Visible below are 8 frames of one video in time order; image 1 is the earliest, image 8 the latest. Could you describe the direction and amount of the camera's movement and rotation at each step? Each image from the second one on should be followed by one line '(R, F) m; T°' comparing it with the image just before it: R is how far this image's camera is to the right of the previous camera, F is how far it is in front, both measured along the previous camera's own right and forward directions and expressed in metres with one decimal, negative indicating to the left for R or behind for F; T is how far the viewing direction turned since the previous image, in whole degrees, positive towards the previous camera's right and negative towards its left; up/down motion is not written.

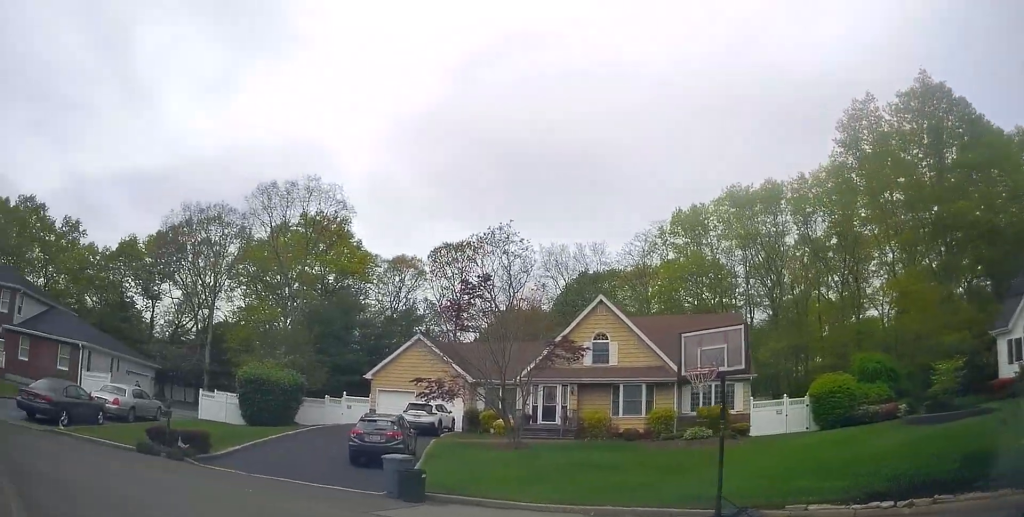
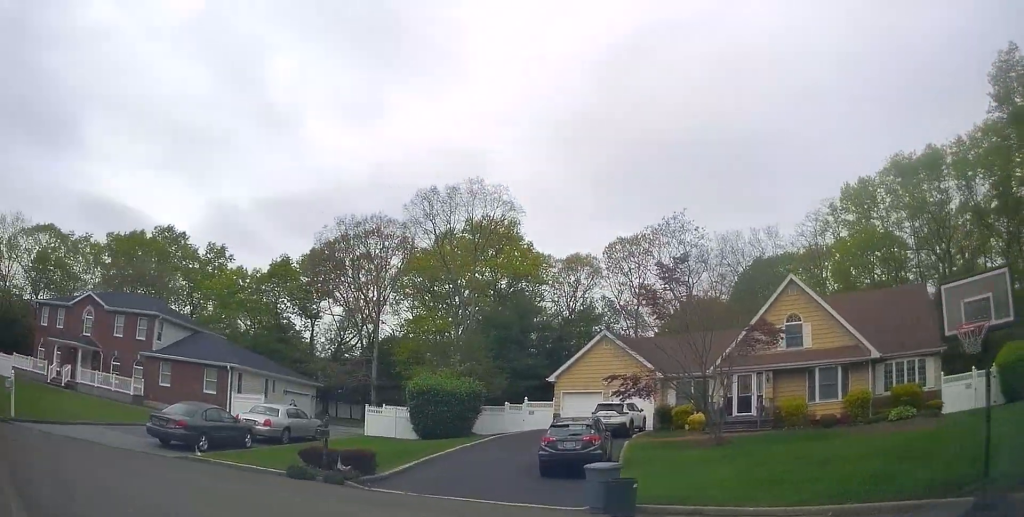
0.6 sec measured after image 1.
(-0.1, +1.7) m; -18°
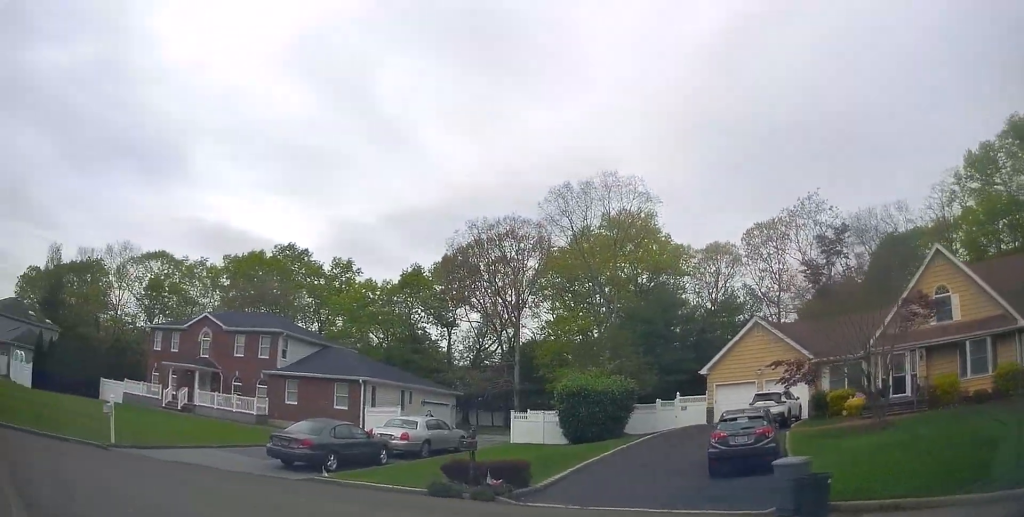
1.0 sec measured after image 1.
(-0.4, +1.1) m; -18°
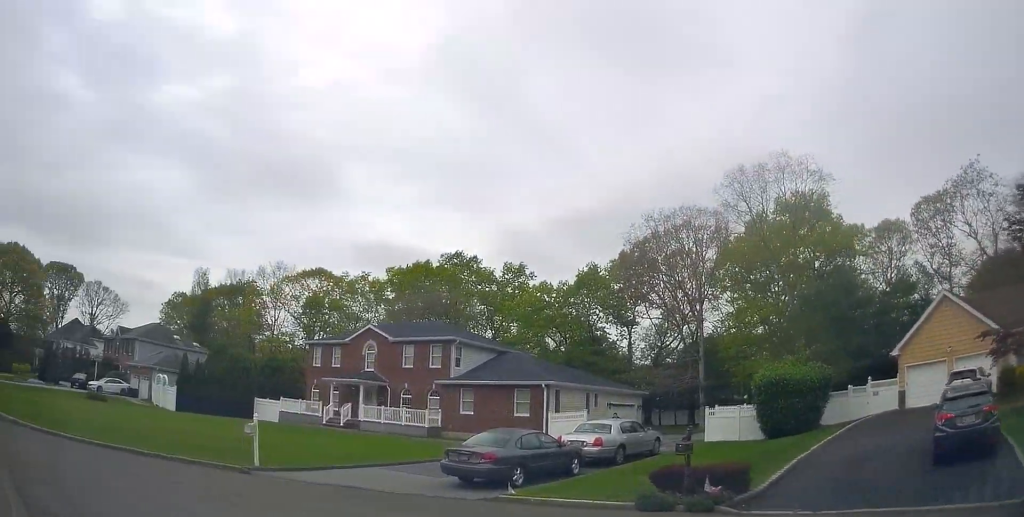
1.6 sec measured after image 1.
(-0.2, +1.4) m; -20°
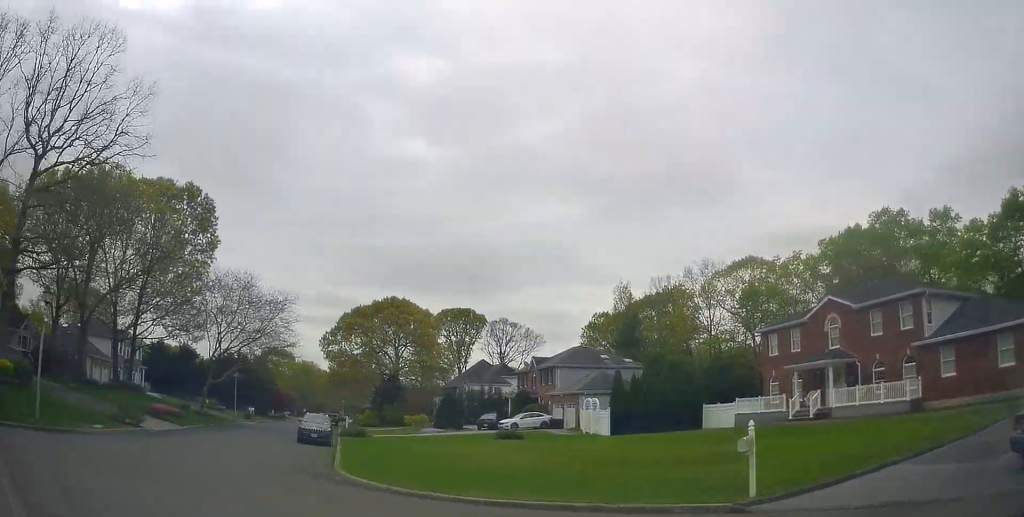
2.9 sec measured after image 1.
(-1.2, +3.7) m; -33°
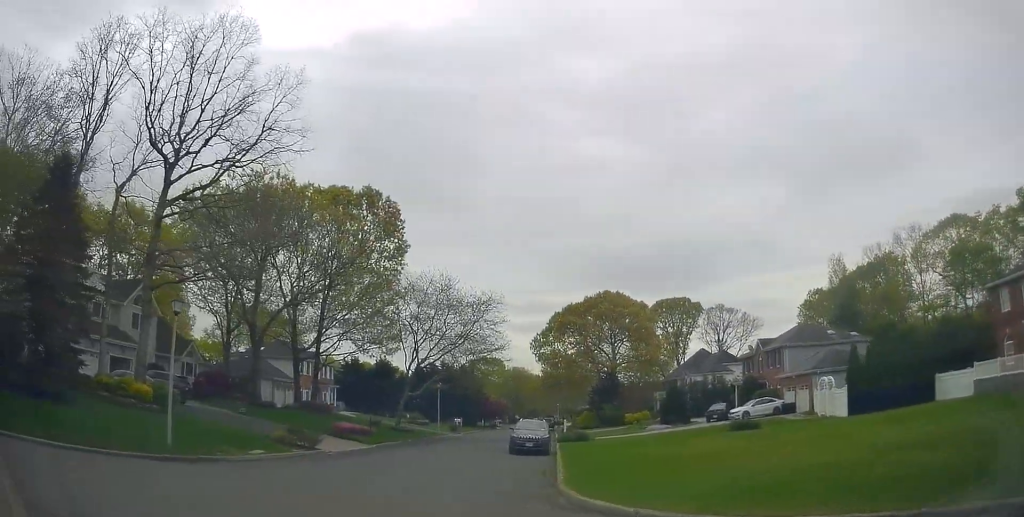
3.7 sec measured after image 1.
(-0.4, +2.7) m; -20°
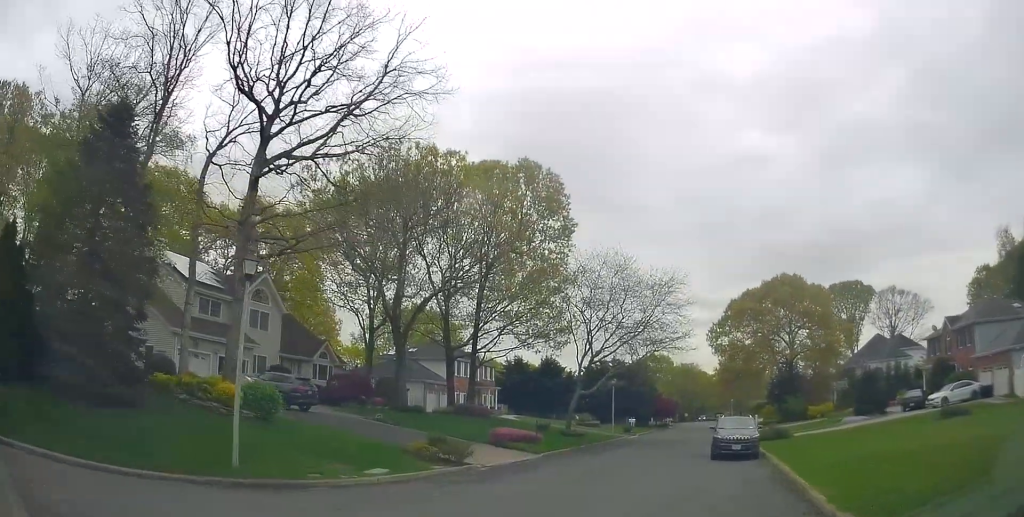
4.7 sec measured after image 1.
(-0.9, +3.9) m; -16°
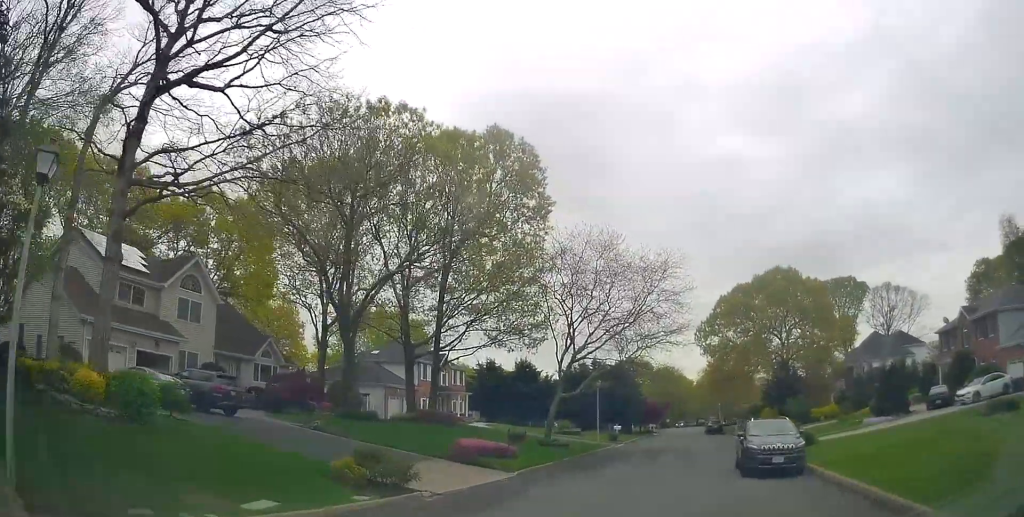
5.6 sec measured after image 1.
(-0.3, +4.6) m; +4°
